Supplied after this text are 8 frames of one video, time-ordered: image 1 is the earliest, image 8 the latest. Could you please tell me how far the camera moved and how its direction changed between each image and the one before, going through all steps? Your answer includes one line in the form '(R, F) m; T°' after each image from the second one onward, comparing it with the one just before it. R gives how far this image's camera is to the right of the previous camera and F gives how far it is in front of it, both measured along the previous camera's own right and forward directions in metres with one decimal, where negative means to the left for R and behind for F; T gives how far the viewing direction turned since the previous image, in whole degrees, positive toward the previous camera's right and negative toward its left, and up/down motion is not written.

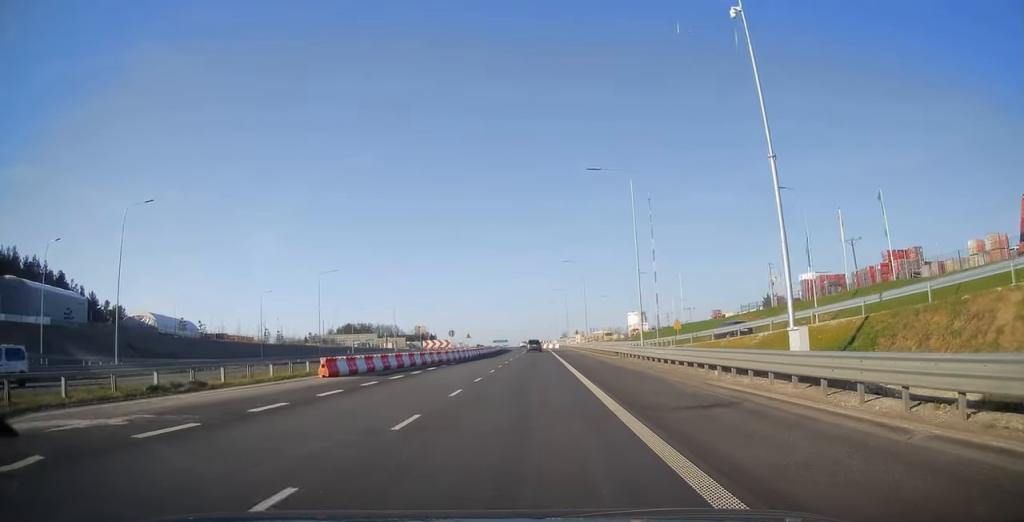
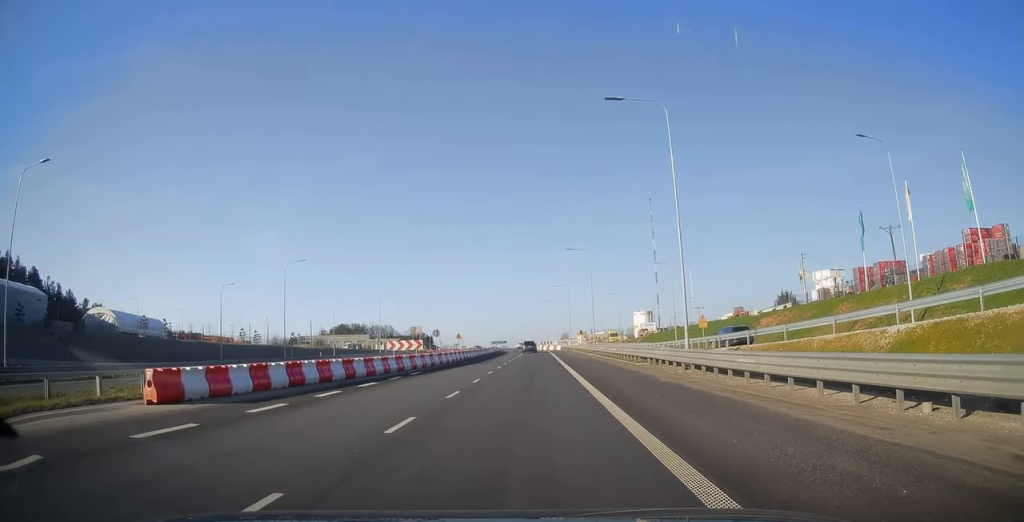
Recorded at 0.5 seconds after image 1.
(+0.1, +11.8) m; 0°
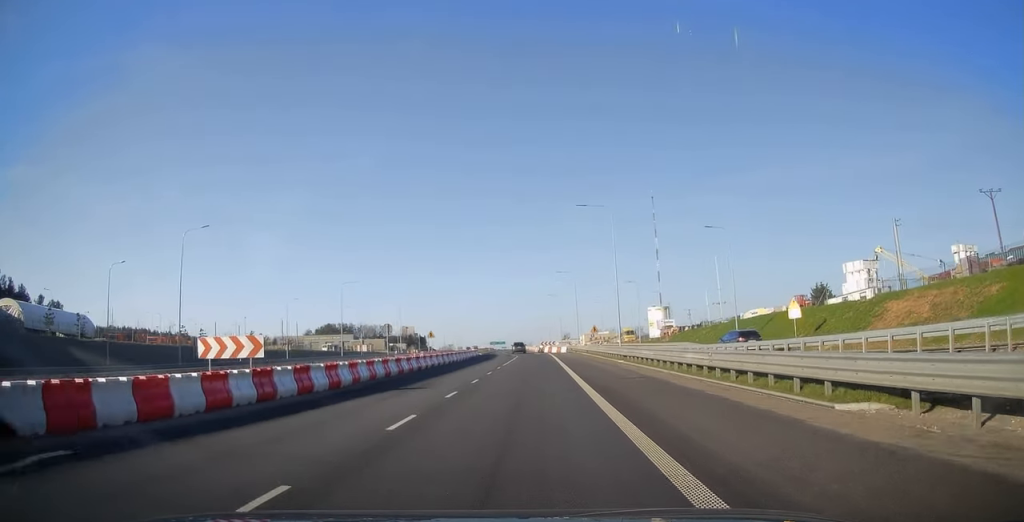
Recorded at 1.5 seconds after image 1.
(-0.2, +23.0) m; -1°
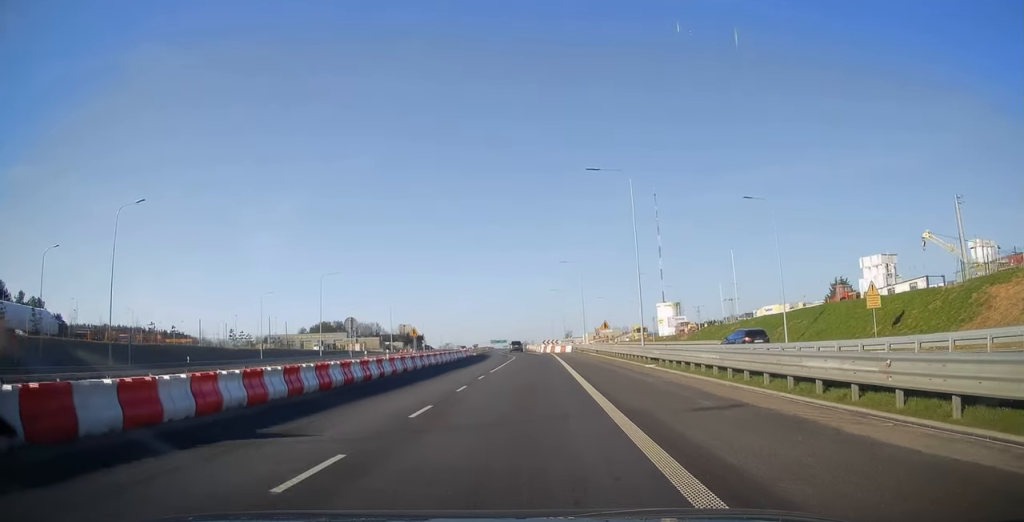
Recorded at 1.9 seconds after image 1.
(+0.1, +10.0) m; 0°
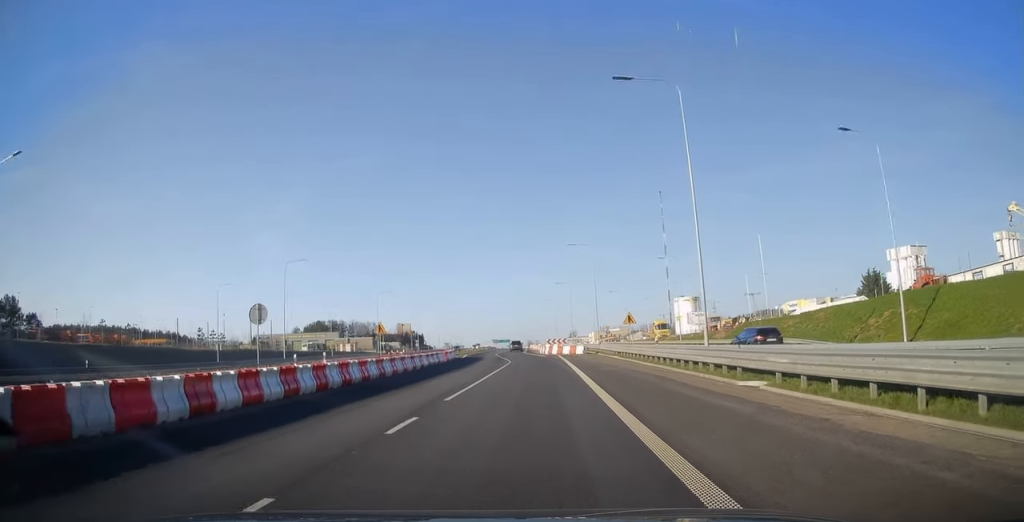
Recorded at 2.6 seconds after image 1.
(0.0, +13.9) m; -1°
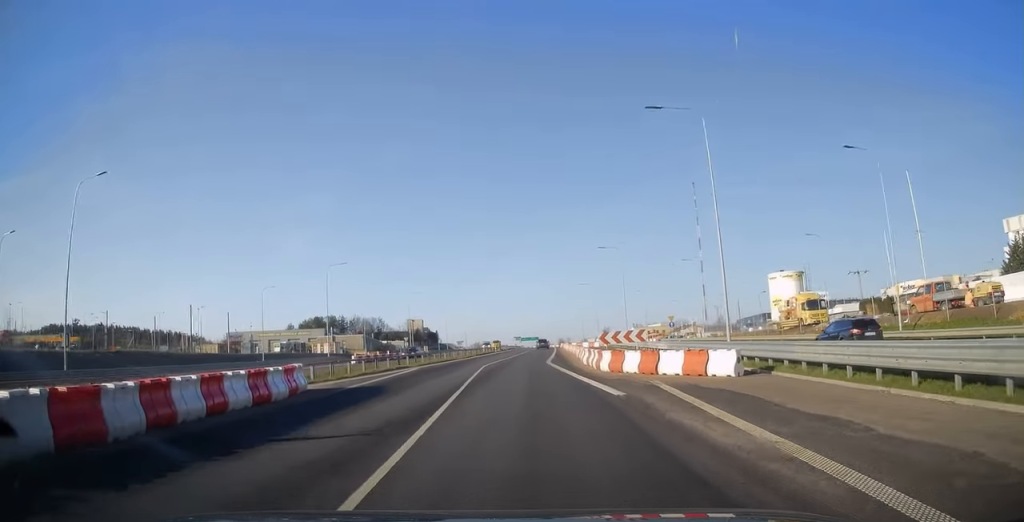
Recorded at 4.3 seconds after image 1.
(-0.4, +40.8) m; -2°
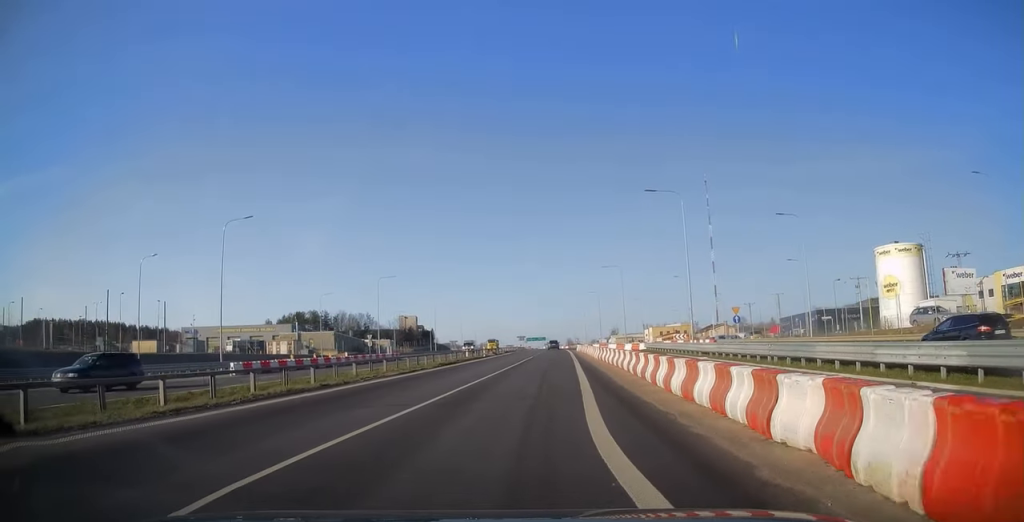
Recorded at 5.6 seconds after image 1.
(-0.6, +28.4) m; -1°
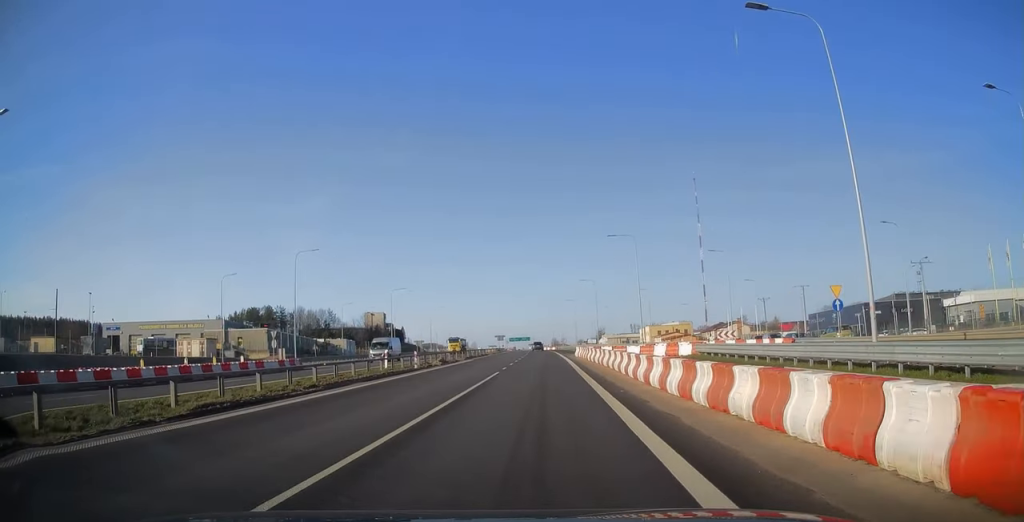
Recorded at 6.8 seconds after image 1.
(0.0, +26.8) m; +1°
